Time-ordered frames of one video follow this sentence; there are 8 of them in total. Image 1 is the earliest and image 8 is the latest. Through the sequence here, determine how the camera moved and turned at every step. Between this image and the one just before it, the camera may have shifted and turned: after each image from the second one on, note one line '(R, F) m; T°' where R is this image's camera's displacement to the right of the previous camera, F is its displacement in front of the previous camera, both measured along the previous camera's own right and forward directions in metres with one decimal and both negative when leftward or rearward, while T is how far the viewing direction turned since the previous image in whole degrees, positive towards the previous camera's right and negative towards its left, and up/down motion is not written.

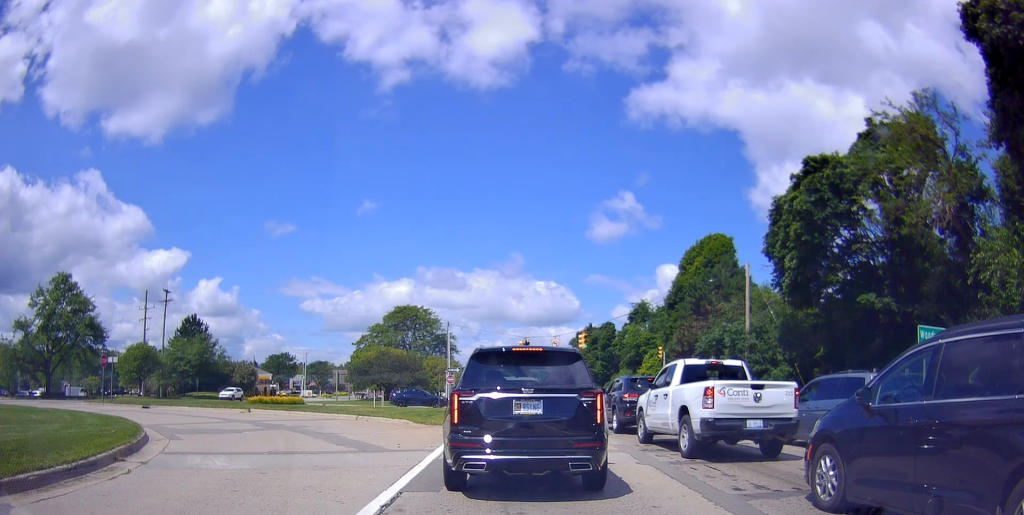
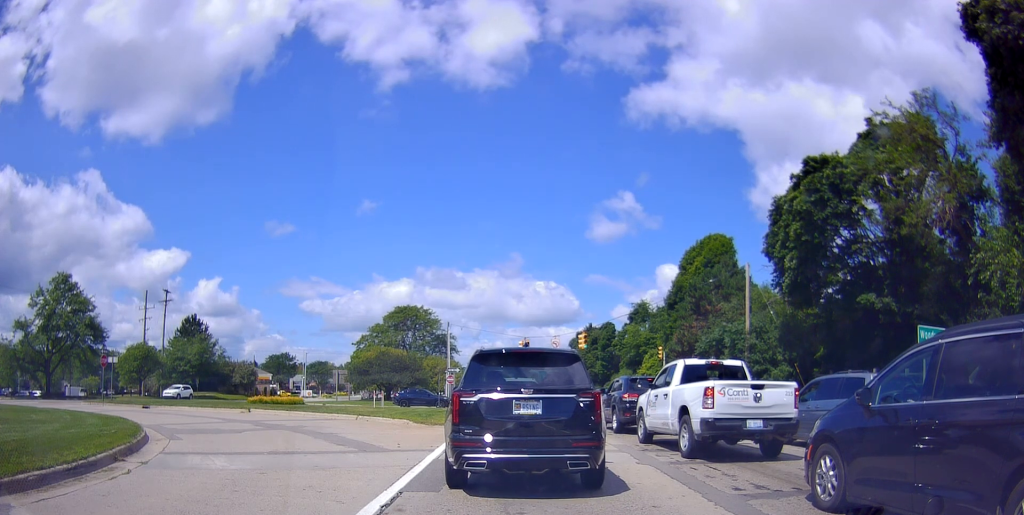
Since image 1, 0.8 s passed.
(0.0, 0.0) m; 0°
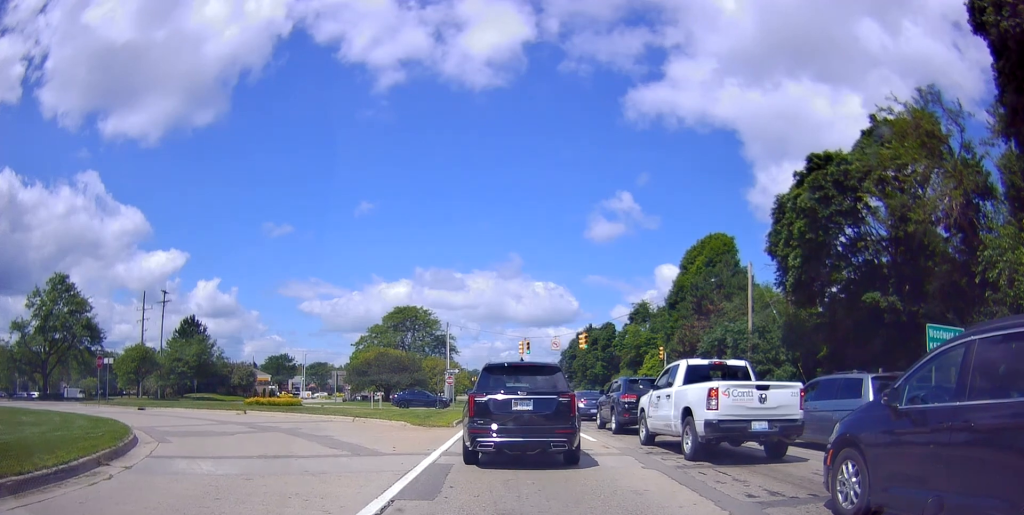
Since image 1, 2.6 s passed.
(0.0, +0.5) m; 0°
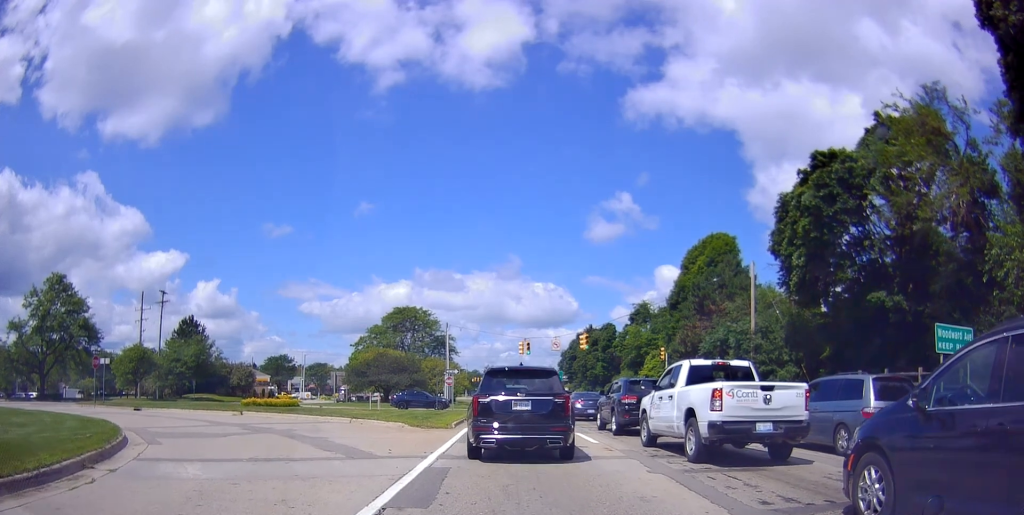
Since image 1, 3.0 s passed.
(0.0, +0.2) m; 0°
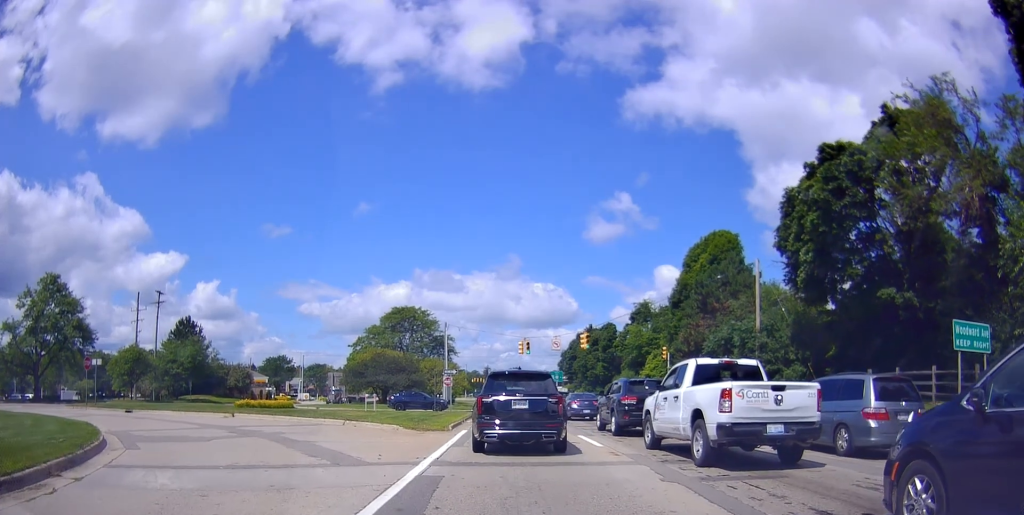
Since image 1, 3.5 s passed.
(0.0, +0.2) m; 0°
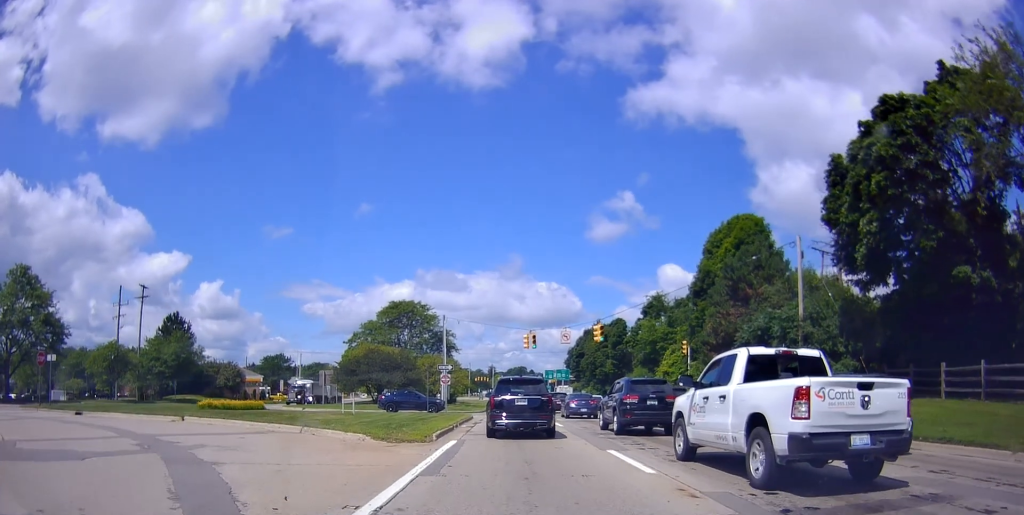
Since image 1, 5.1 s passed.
(+0.1, +0.9) m; +1°
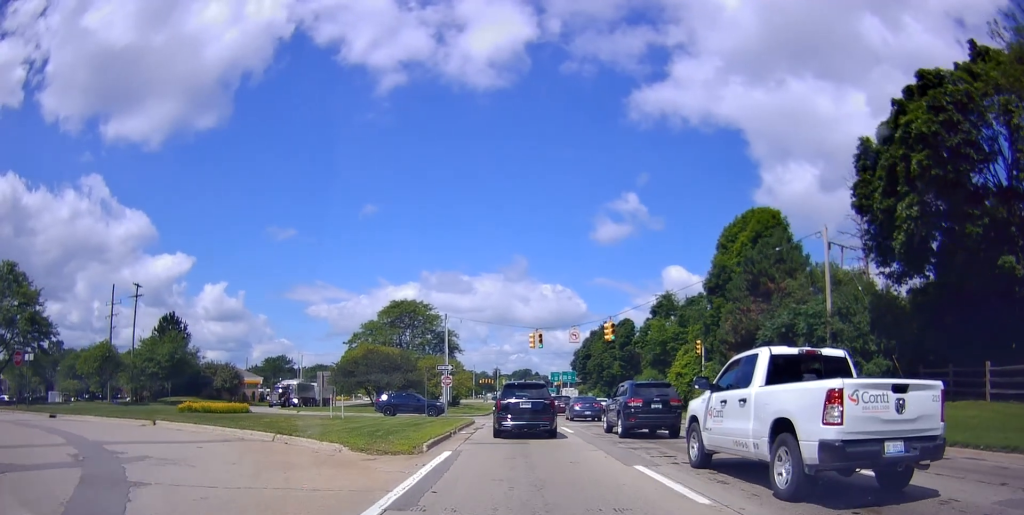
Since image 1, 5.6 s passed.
(0.0, +0.6) m; +2°
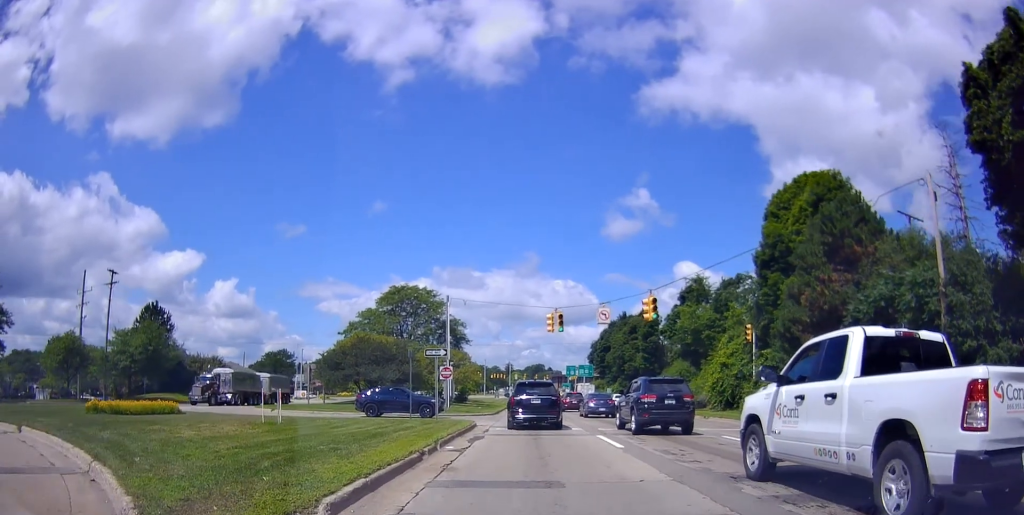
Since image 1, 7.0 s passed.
(0.0, +3.3) m; 0°
